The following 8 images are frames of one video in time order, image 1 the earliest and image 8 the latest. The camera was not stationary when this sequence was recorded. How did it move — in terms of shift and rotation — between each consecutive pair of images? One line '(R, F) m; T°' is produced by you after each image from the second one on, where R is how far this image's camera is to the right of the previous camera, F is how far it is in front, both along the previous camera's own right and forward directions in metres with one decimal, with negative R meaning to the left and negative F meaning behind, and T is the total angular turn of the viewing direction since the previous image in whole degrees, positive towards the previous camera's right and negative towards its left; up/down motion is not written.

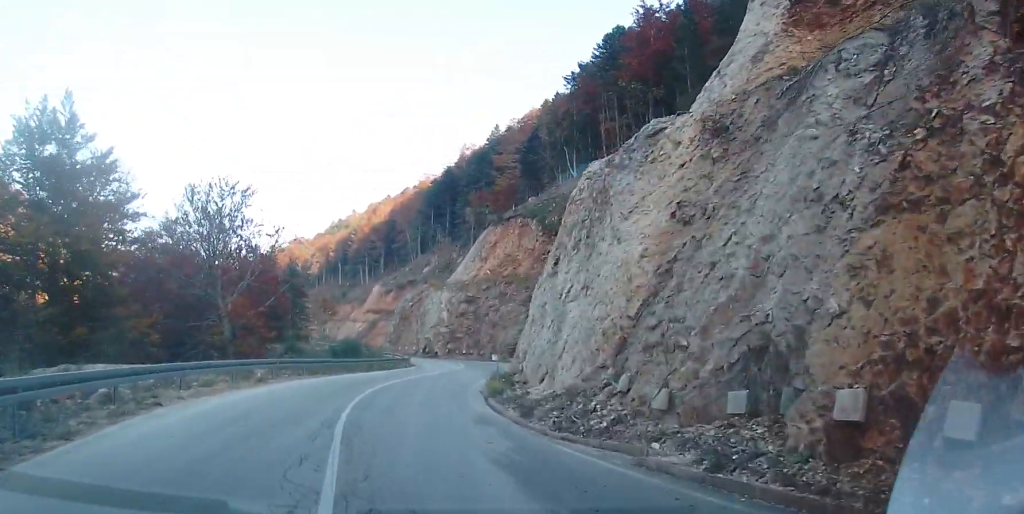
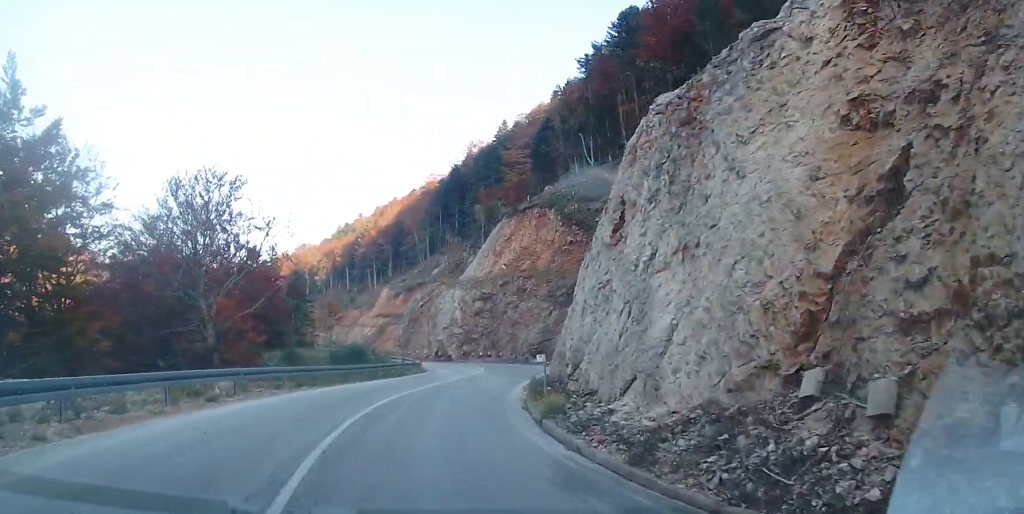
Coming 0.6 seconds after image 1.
(-0.6, +6.5) m; -2°
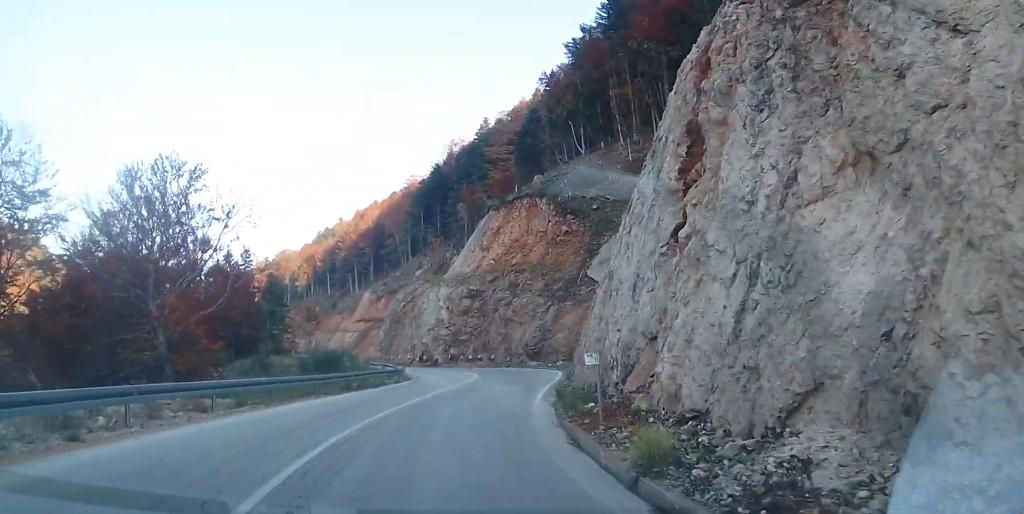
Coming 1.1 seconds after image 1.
(-0.6, +6.1) m; 0°
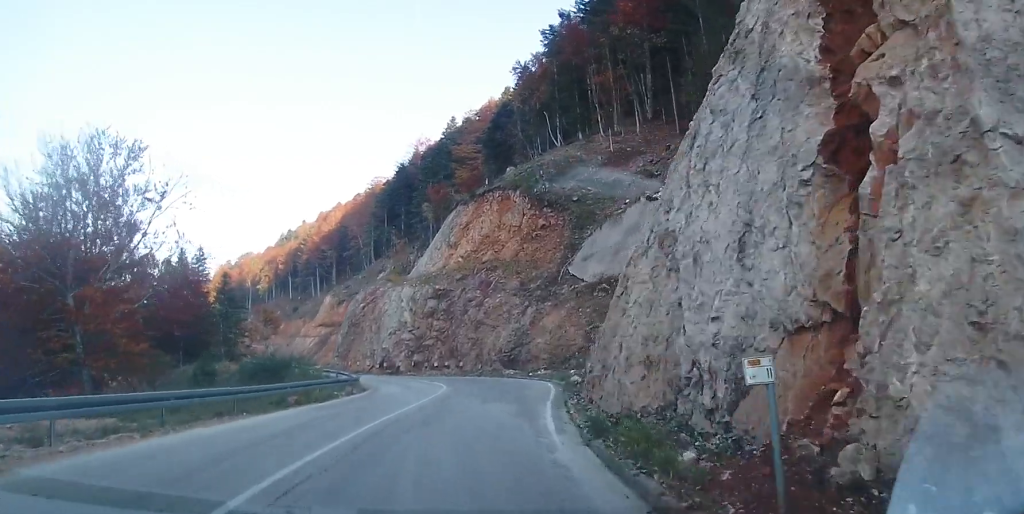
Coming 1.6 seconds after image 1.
(+0.5, +6.2) m; +8°
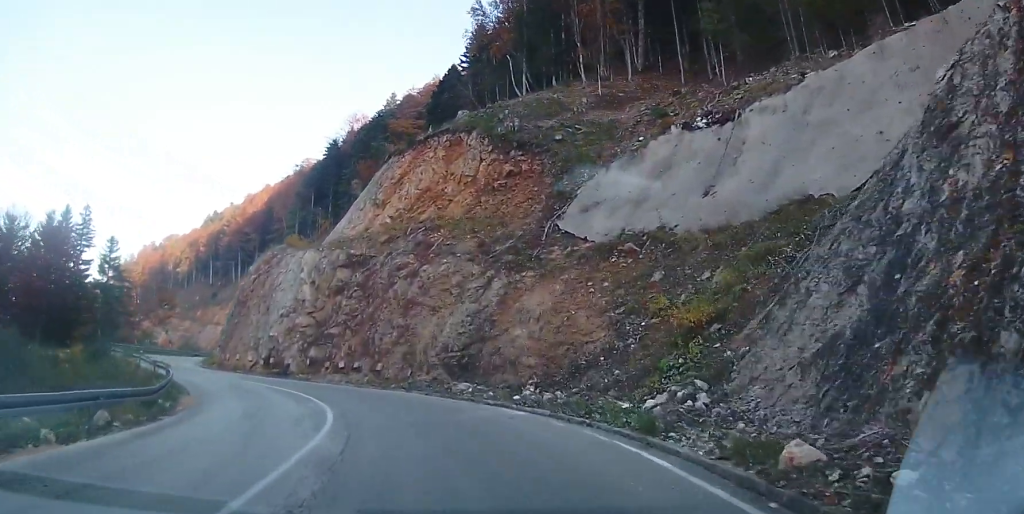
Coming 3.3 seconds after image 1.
(+3.7, +18.1) m; +11°
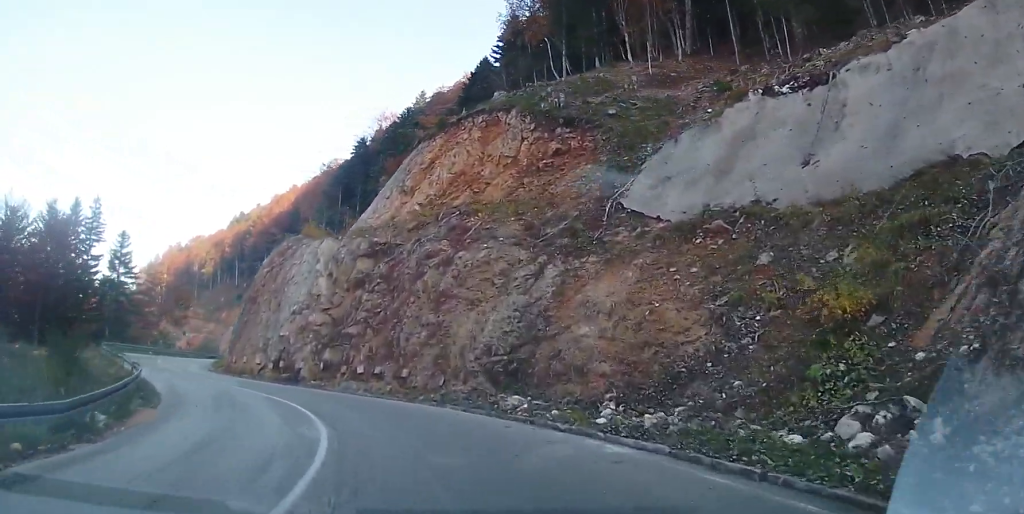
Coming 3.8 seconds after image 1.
(-0.3, +5.4) m; -9°
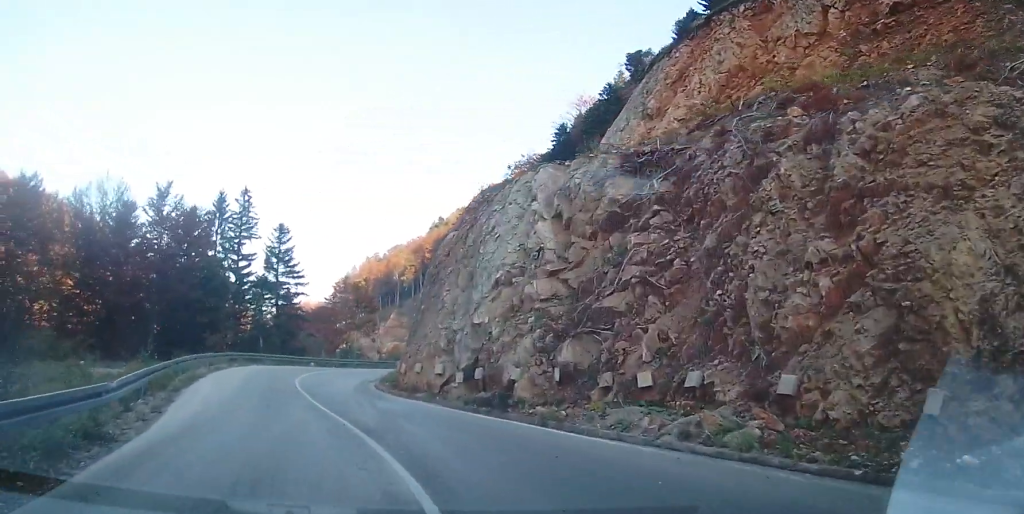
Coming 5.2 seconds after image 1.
(-3.6, +15.1) m; -25°
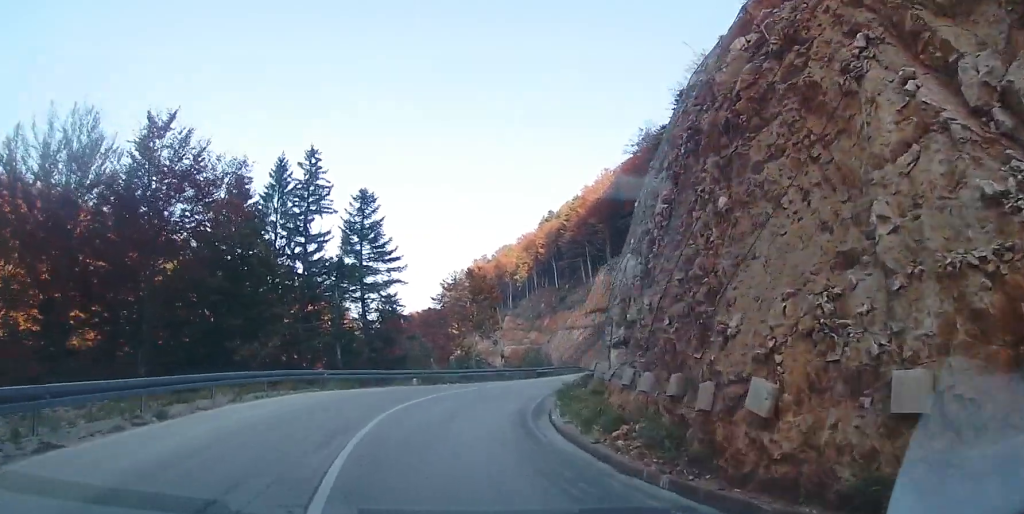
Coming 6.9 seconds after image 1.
(-2.2, +19.7) m; -7°
